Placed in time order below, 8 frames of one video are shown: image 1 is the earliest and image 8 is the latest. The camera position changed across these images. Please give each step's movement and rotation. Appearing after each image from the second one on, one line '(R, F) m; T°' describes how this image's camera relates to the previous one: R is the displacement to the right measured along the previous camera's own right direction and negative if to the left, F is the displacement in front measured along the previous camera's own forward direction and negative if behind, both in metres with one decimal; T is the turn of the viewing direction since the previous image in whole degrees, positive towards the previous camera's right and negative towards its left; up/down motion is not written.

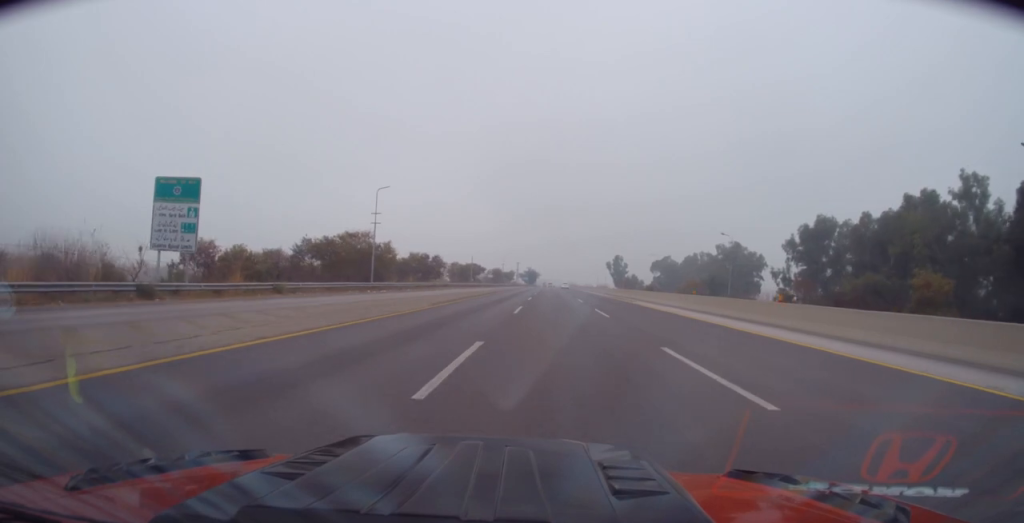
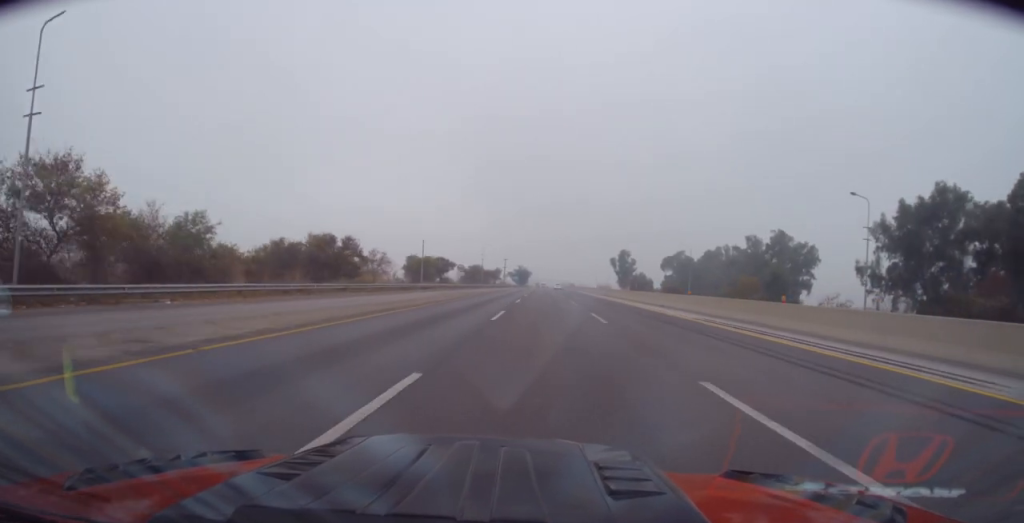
(+0.6, +40.8) m; 0°
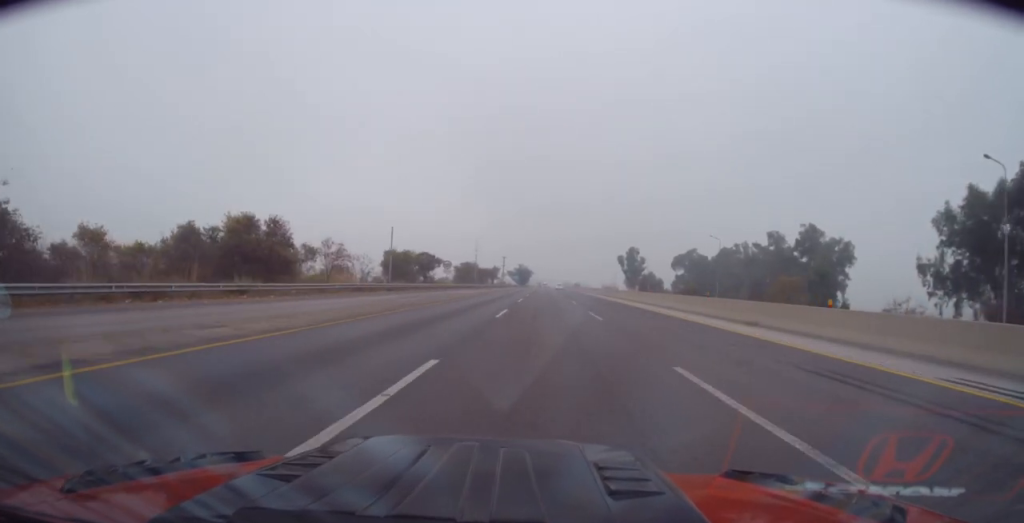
(0.0, +16.6) m; -1°
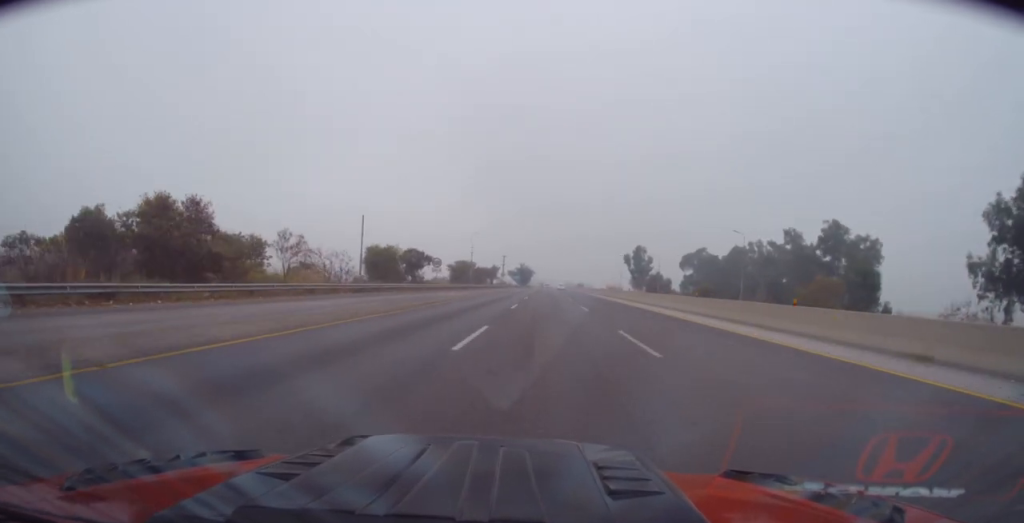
(-0.2, +10.4) m; -1°
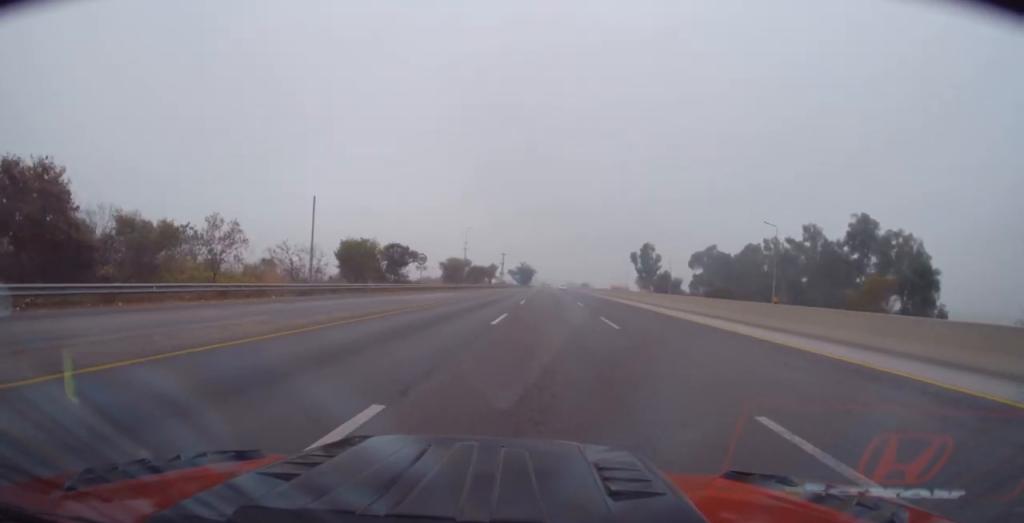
(-0.1, +11.1) m; 0°
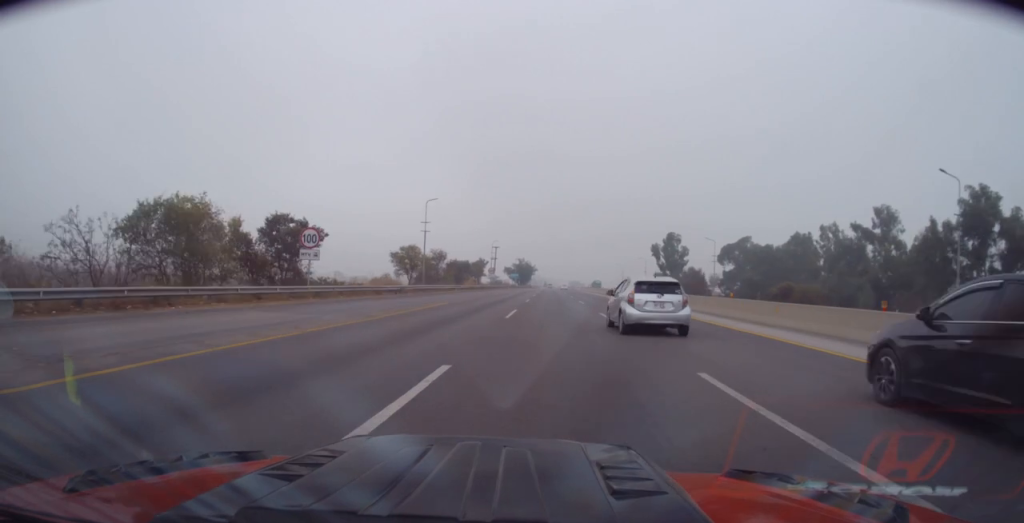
(0.0, +33.3) m; +2°
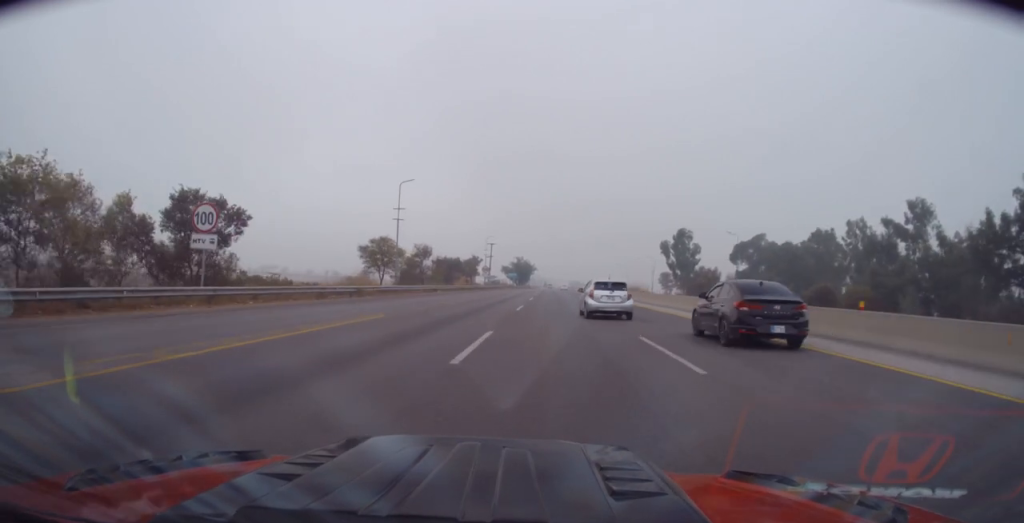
(+0.2, +11.9) m; +1°
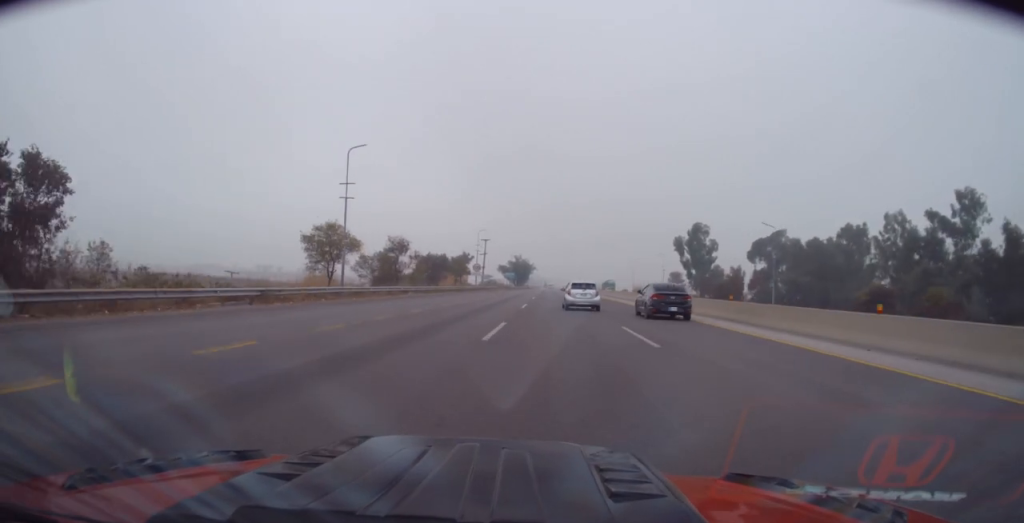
(+0.6, +14.0) m; 0°
